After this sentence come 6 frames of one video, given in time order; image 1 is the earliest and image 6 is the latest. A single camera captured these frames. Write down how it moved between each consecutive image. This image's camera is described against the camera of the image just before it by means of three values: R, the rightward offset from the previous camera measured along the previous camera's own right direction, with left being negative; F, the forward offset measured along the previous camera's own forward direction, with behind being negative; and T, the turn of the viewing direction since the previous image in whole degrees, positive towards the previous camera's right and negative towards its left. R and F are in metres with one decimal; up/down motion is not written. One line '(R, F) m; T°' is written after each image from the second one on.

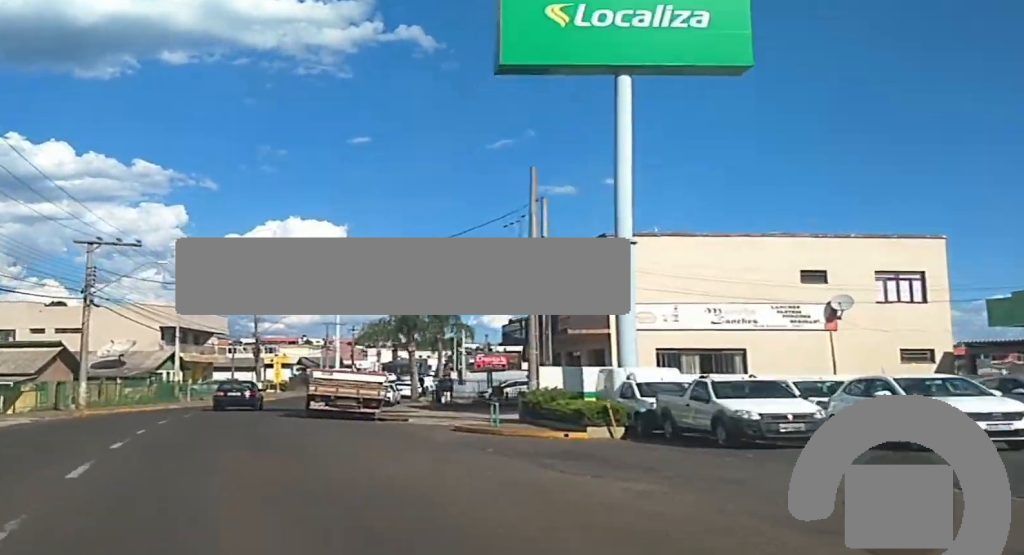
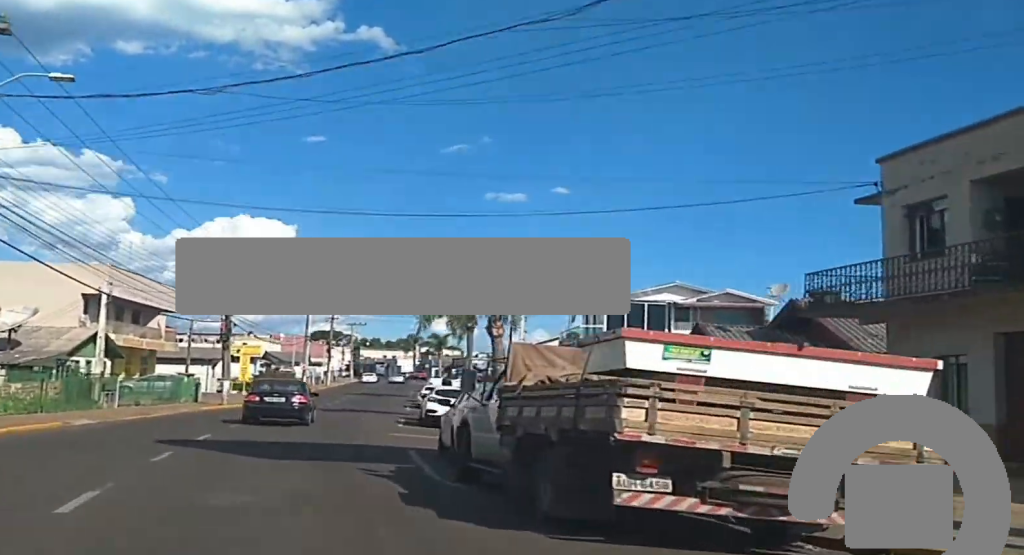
(0.0, +28.1) m; +4°
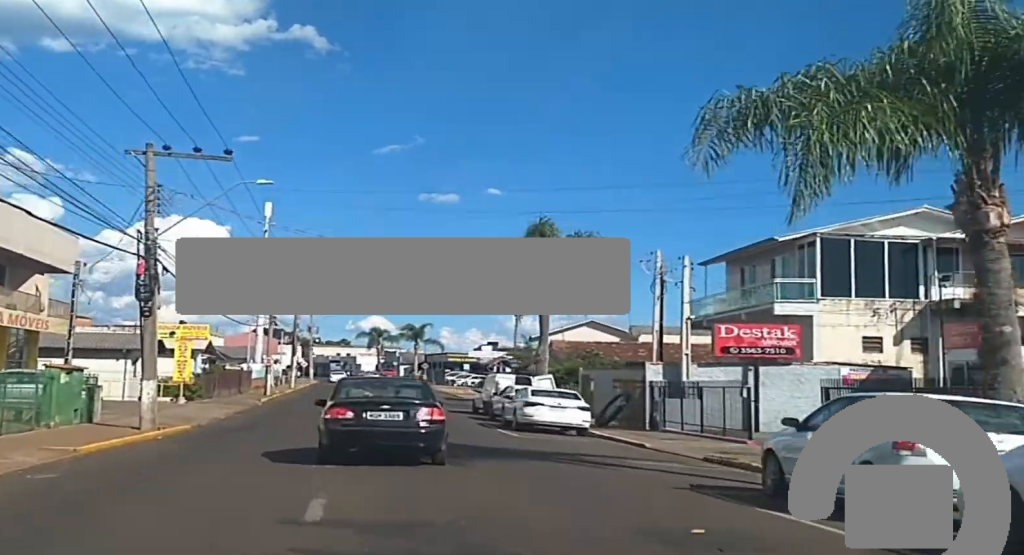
(+2.8, +30.0) m; +7°
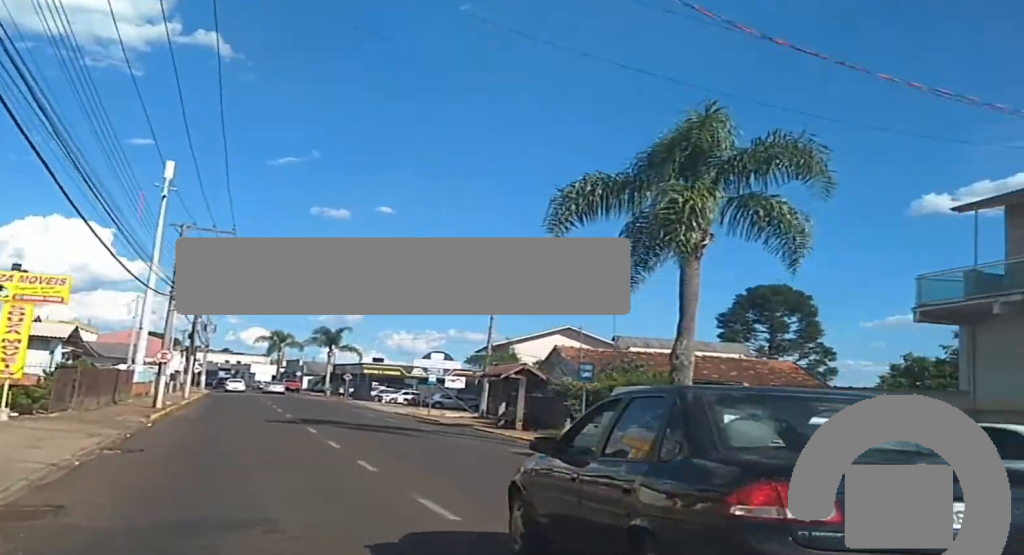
(0.0, +22.4) m; 0°
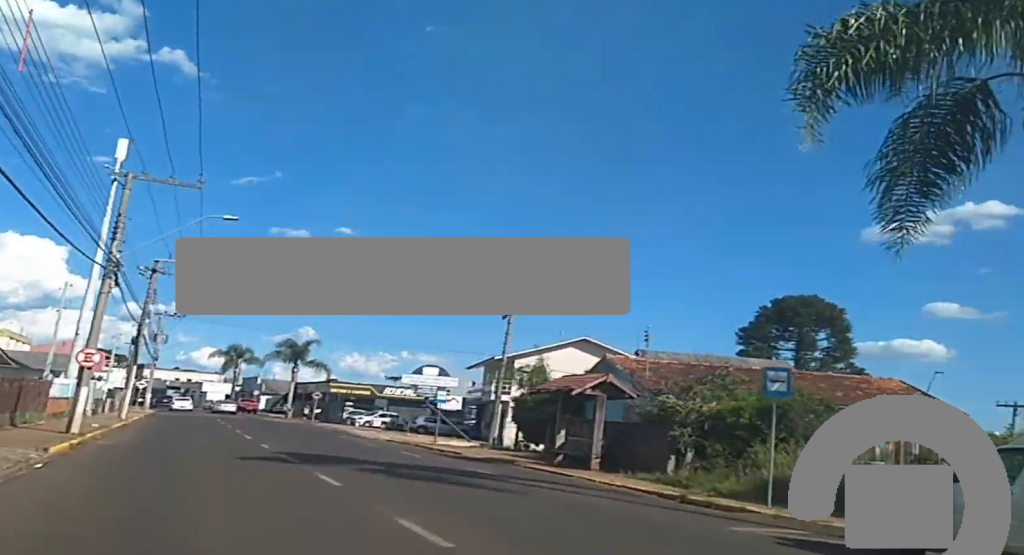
(0.0, +11.9) m; 0°
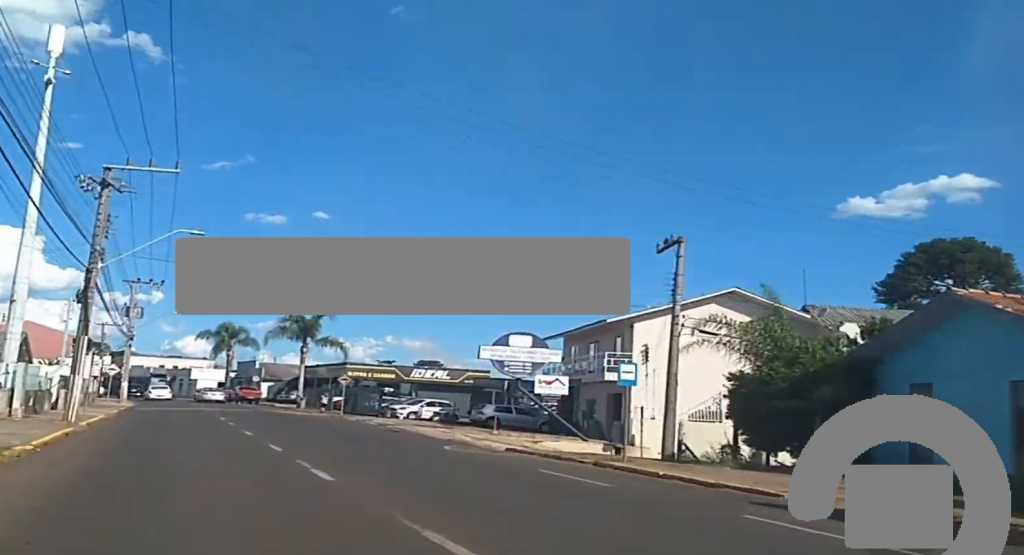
(0.0, +17.1) m; 0°
